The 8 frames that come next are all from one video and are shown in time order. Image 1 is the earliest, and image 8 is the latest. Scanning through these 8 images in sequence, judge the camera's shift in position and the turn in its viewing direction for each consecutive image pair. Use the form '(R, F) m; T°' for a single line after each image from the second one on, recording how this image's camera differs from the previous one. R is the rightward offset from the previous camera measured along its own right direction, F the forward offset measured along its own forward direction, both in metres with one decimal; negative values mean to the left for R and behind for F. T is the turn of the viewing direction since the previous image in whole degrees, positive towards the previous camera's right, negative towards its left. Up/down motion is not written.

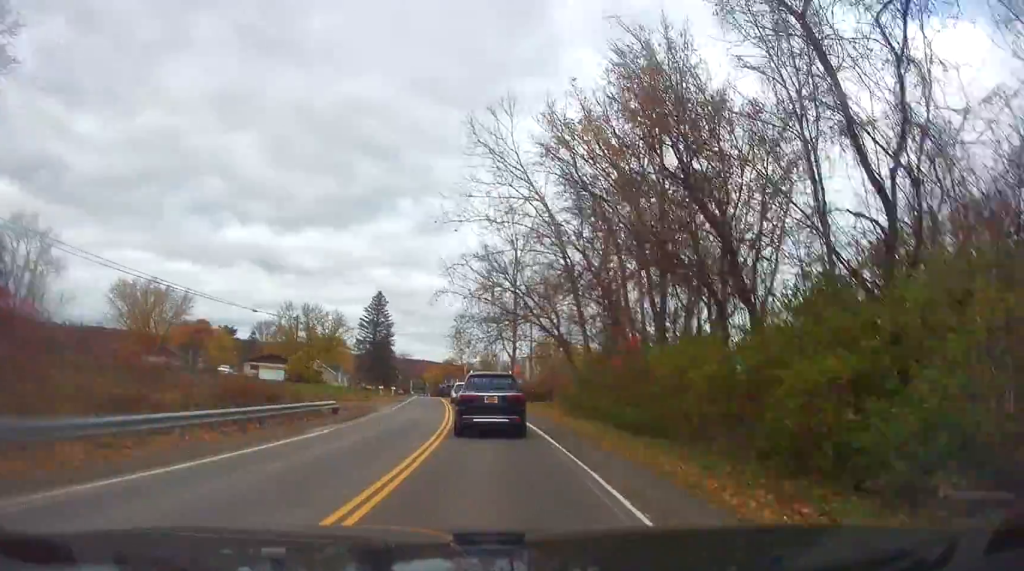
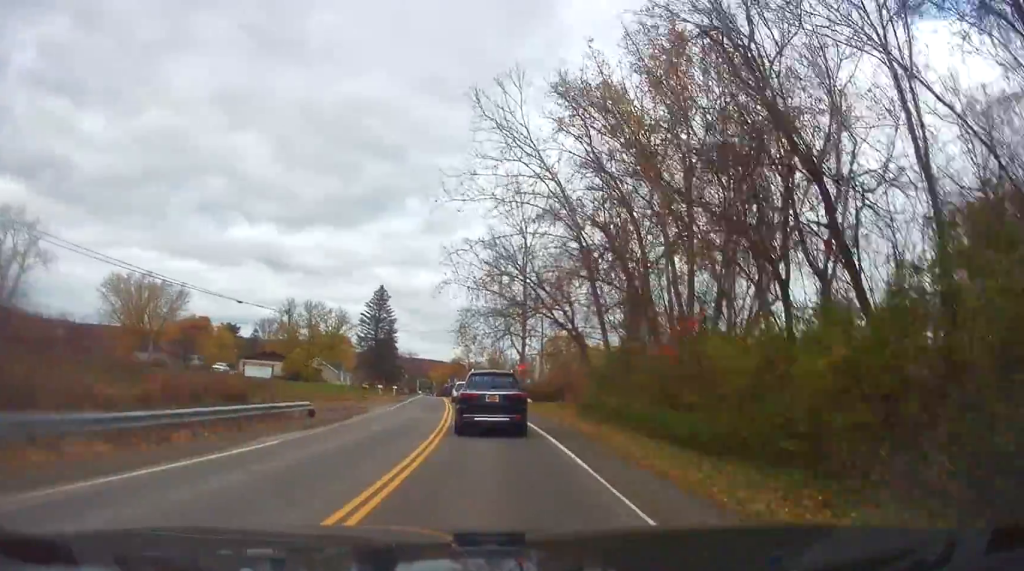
(-0.1, +5.4) m; -1°
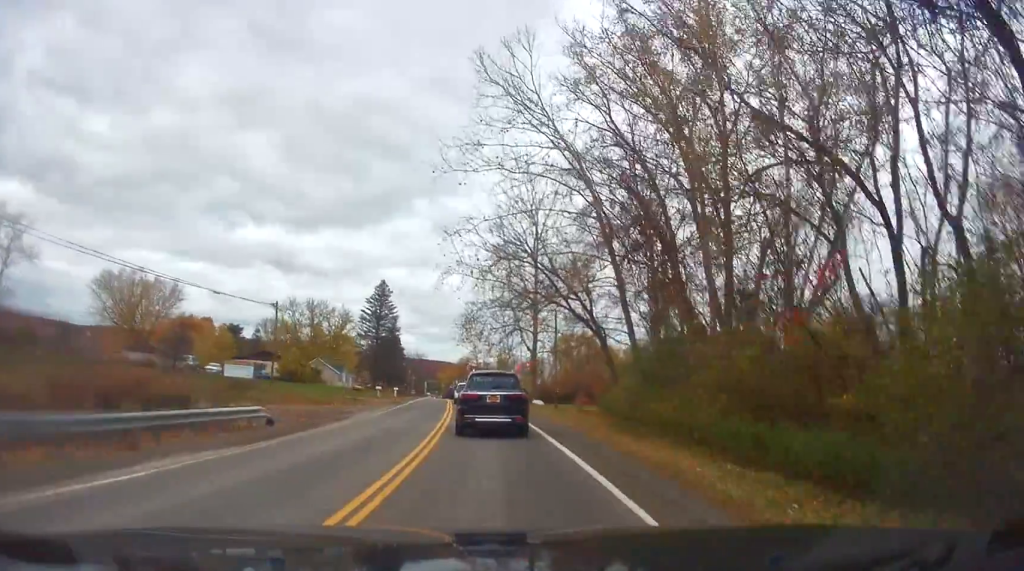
(0.0, +6.2) m; -1°
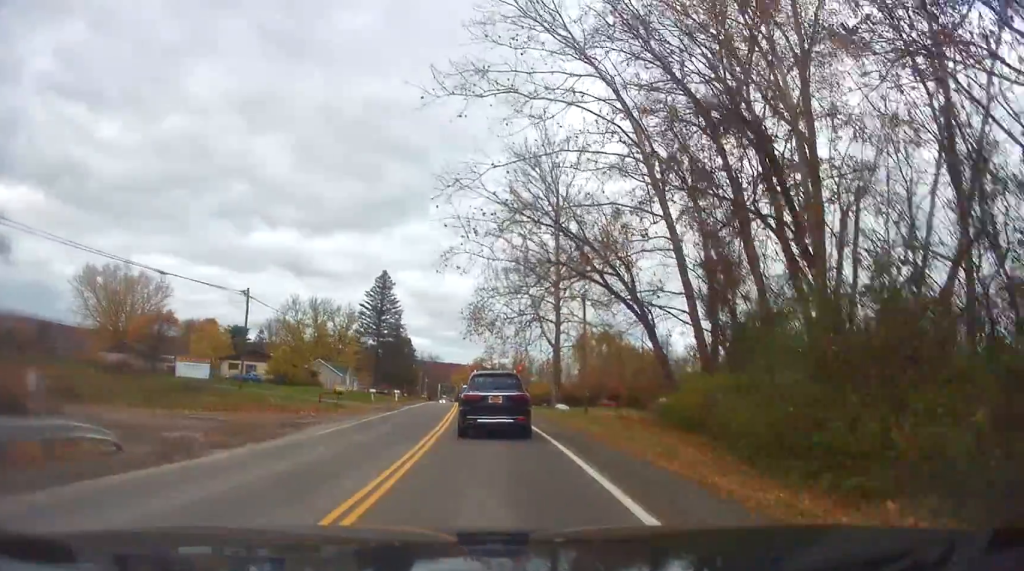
(-0.3, +10.4) m; -2°
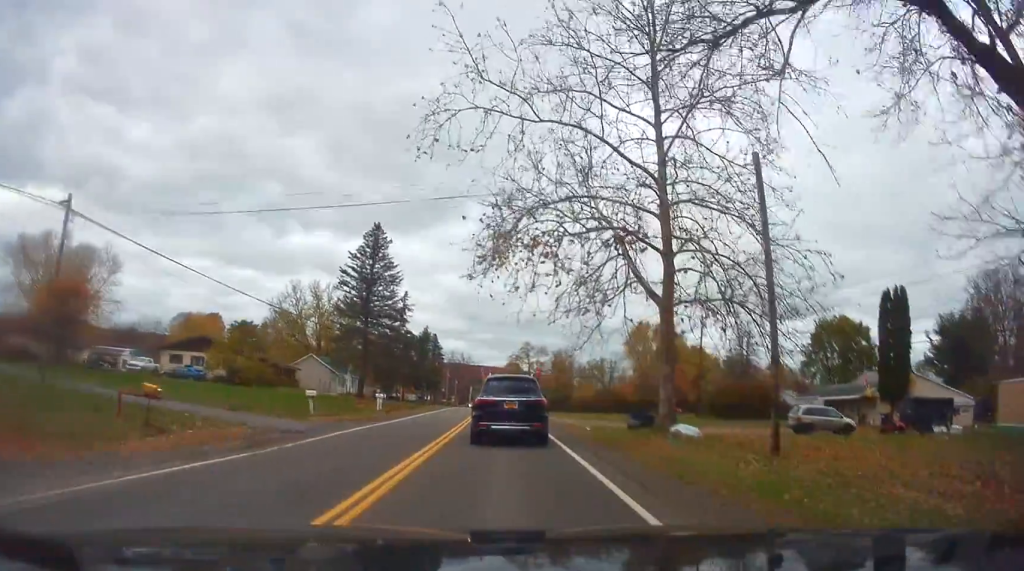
(-0.8, +26.6) m; -3°
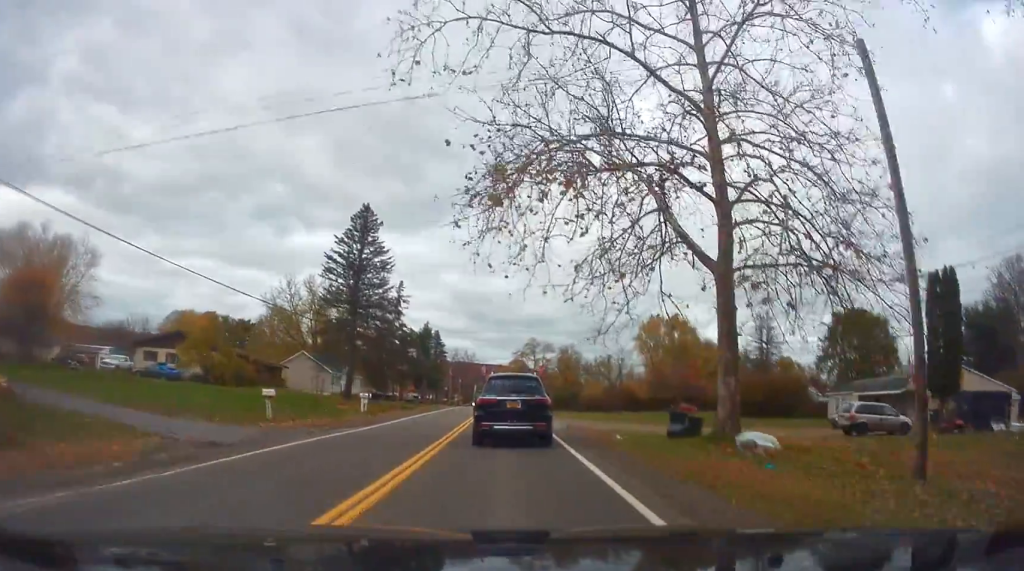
(0.0, +6.2) m; 0°
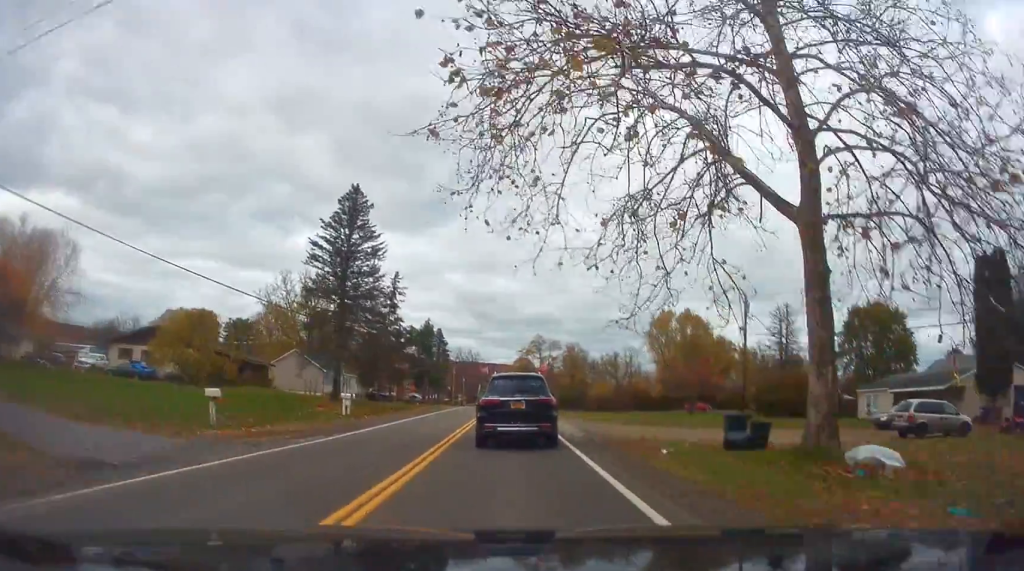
(+0.1, +5.4) m; 0°
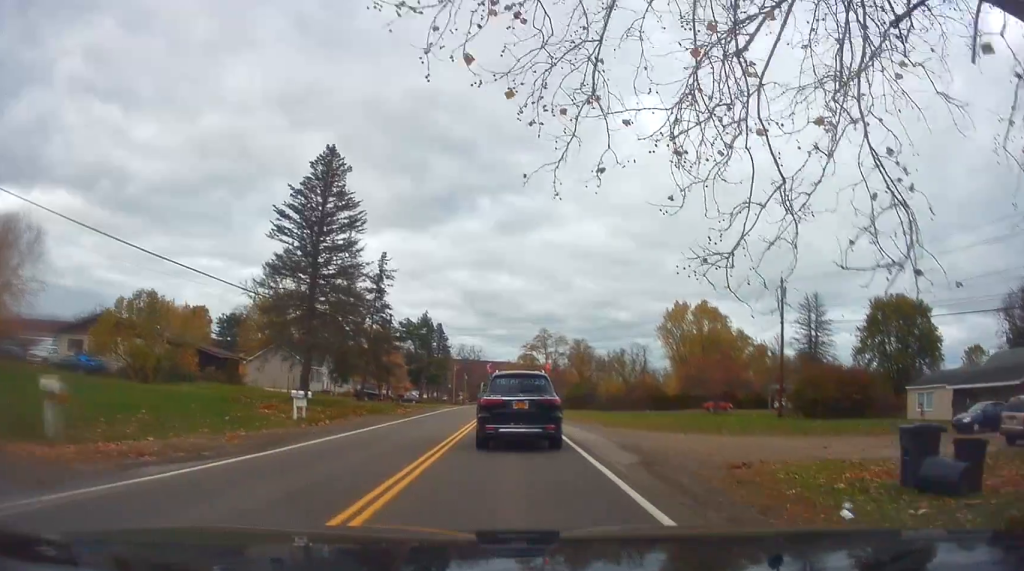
(0.0, +8.3) m; -1°
